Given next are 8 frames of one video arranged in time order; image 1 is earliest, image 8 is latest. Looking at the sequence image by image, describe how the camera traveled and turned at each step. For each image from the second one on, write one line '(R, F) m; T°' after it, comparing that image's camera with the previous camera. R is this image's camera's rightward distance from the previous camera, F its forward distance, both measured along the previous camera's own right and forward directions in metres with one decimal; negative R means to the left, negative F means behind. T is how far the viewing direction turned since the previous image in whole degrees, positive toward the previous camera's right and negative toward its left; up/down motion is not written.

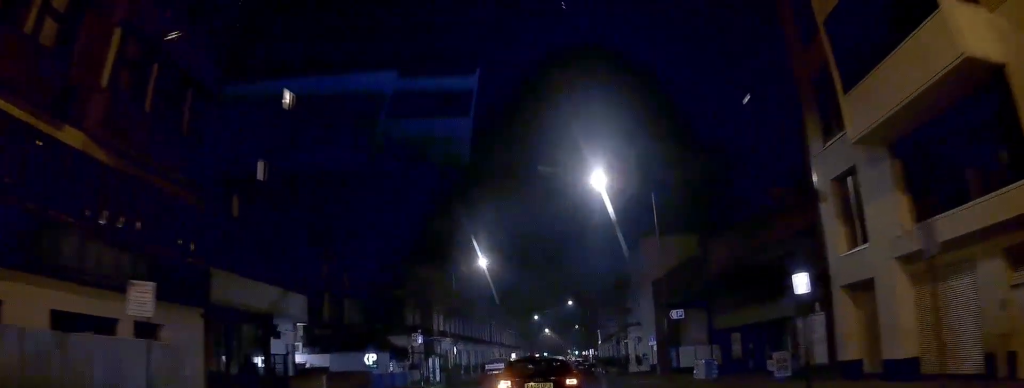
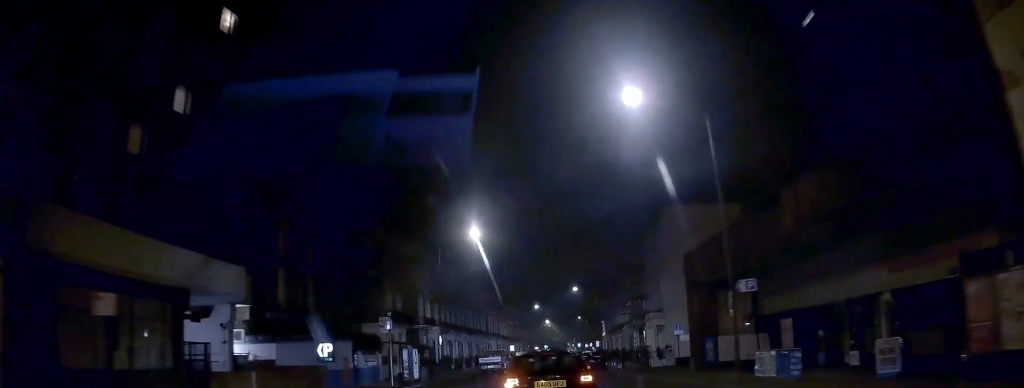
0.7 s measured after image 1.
(0.0, +8.3) m; 0°
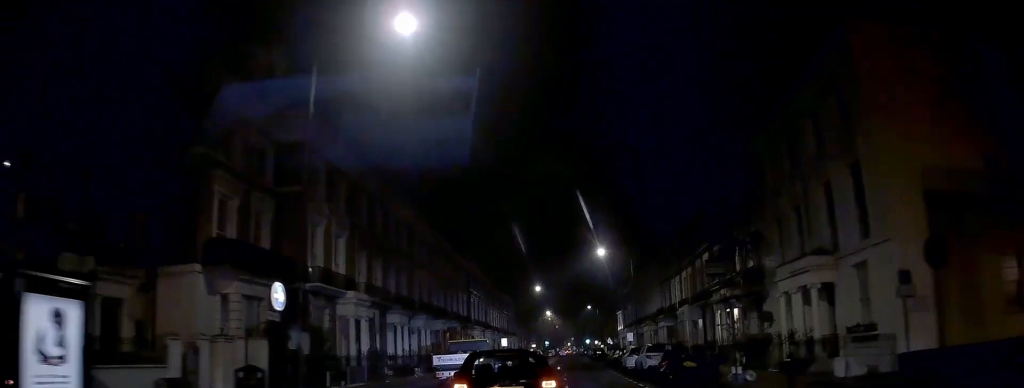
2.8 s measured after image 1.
(0.0, +29.8) m; 0°
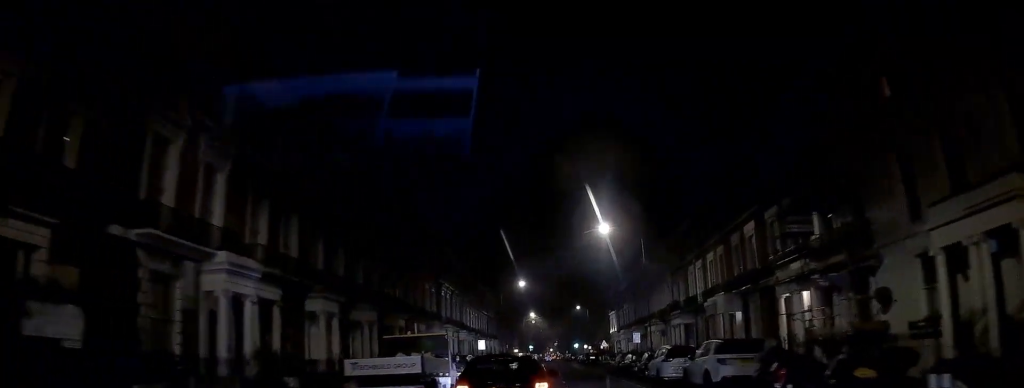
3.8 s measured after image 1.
(-0.1, +12.9) m; +1°
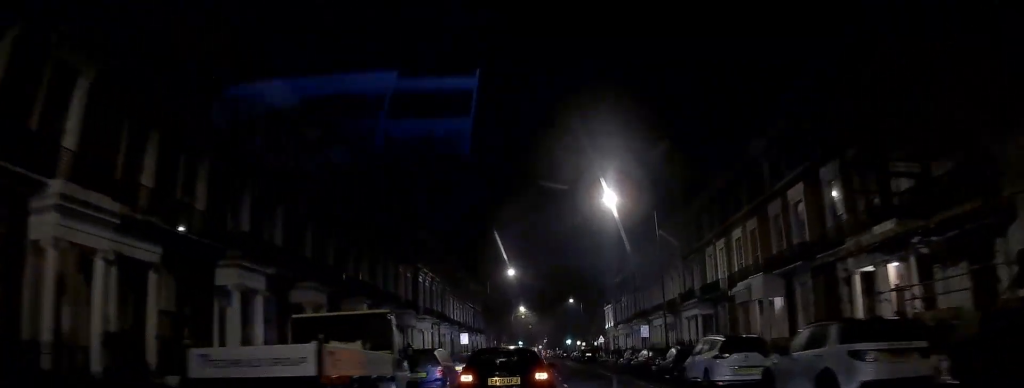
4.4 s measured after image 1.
(+0.2, +7.4) m; +2°
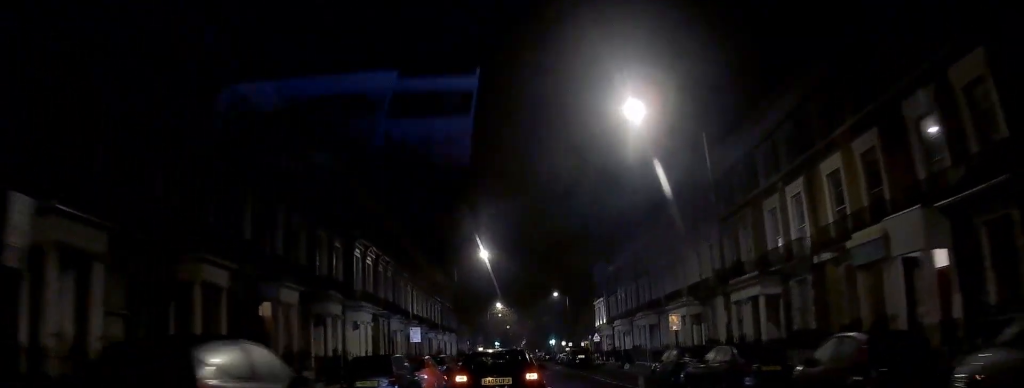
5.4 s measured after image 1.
(+0.4, +13.8) m; +2°
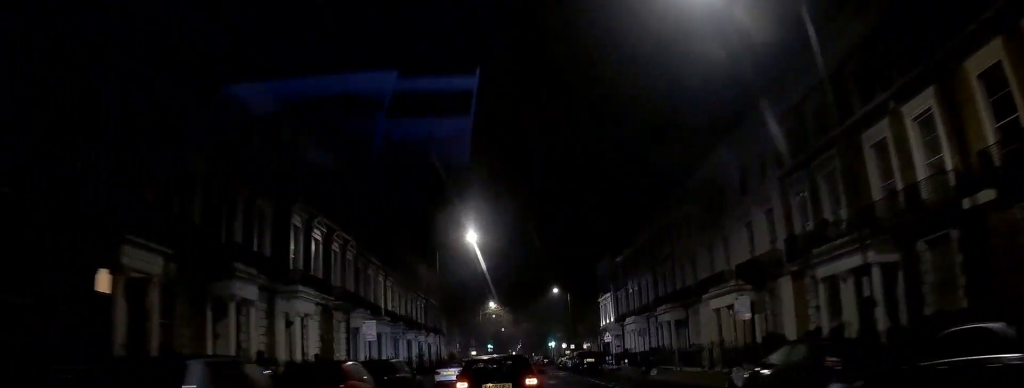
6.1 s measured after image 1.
(+0.1, +9.5) m; 0°
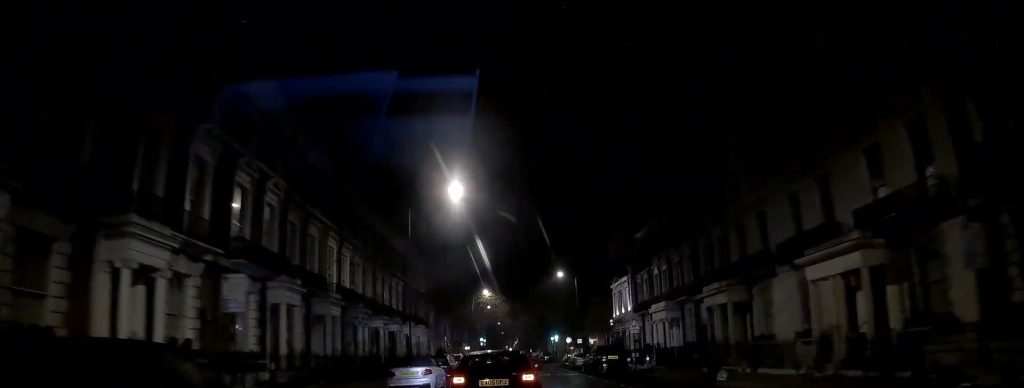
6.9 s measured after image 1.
(-0.1, +11.3) m; 0°
